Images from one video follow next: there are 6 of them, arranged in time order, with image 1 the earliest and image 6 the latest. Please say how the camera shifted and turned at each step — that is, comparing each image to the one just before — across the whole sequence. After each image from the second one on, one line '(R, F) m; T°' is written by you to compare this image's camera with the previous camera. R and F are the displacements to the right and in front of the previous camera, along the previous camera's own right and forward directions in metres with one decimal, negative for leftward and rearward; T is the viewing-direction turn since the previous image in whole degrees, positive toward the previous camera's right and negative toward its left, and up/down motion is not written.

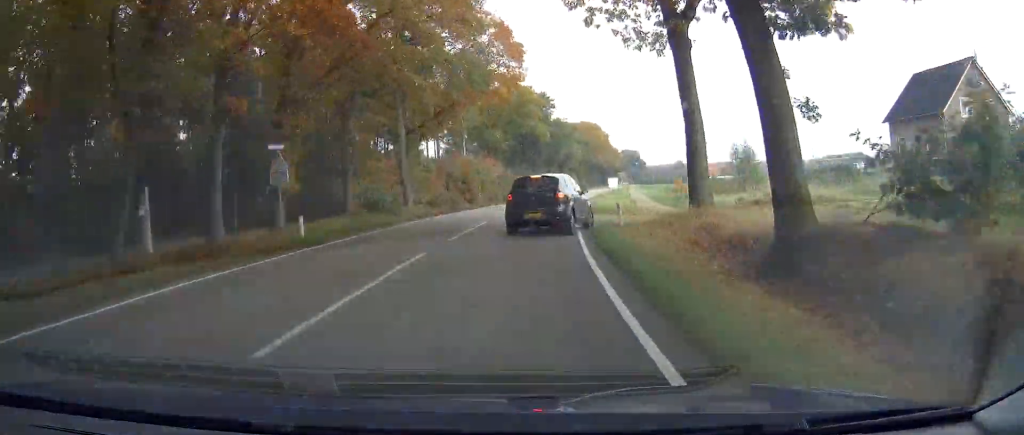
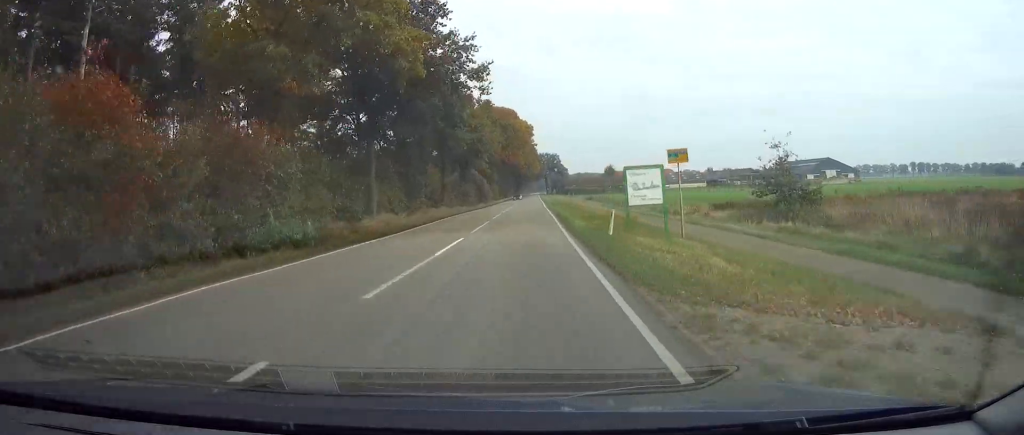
(+1.2, +65.9) m; +7°
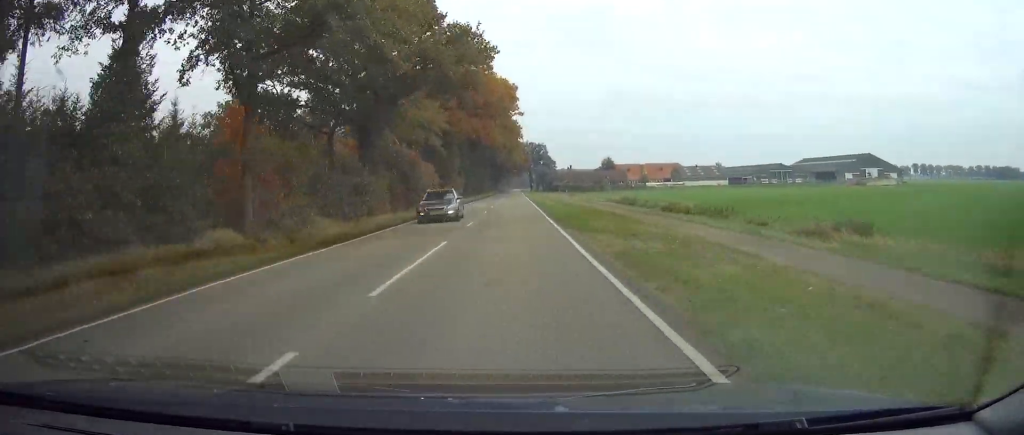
(+4.2, +49.9) m; +5°
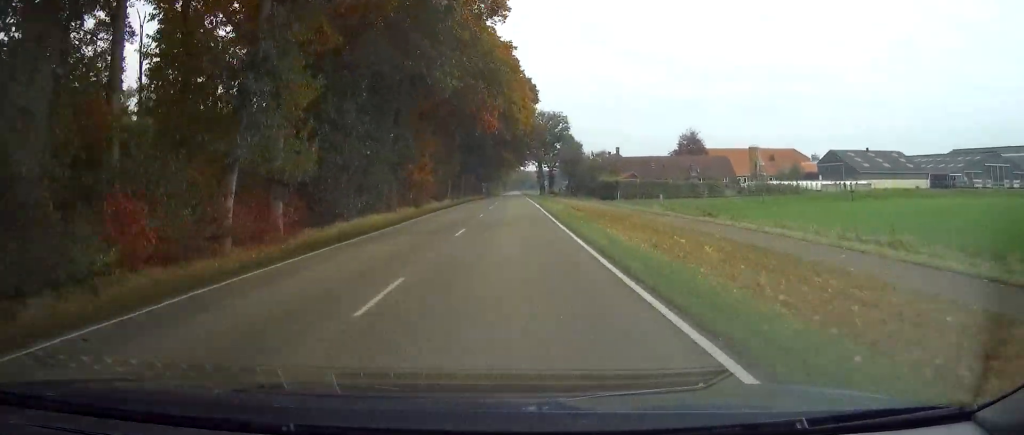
(+3.1, +108.8) m; +2°
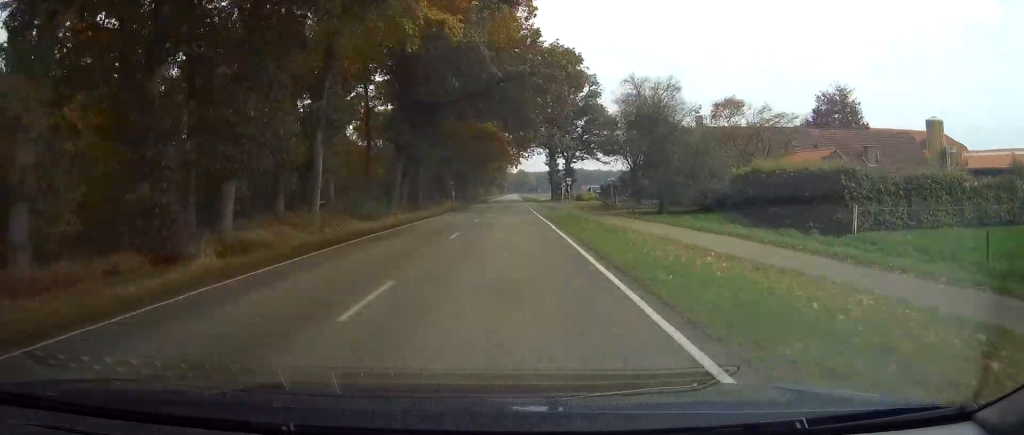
(0.0, +59.6) m; 0°
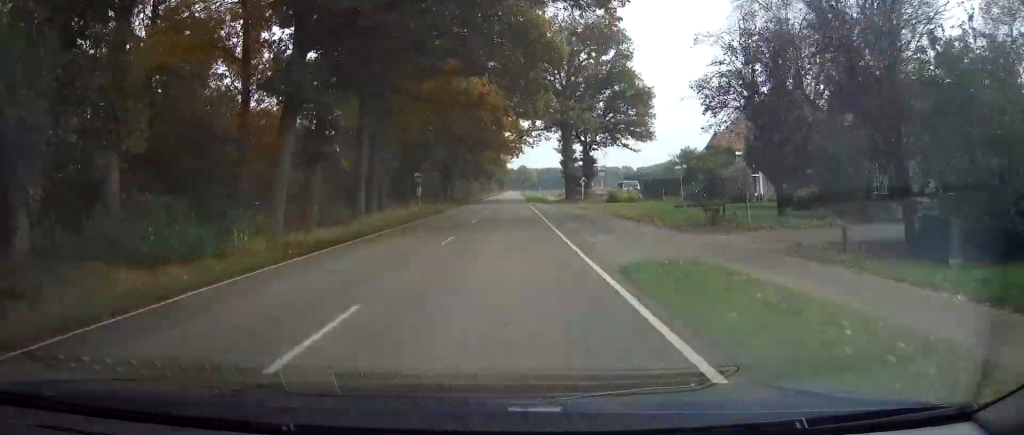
(0.0, +26.4) m; 0°
